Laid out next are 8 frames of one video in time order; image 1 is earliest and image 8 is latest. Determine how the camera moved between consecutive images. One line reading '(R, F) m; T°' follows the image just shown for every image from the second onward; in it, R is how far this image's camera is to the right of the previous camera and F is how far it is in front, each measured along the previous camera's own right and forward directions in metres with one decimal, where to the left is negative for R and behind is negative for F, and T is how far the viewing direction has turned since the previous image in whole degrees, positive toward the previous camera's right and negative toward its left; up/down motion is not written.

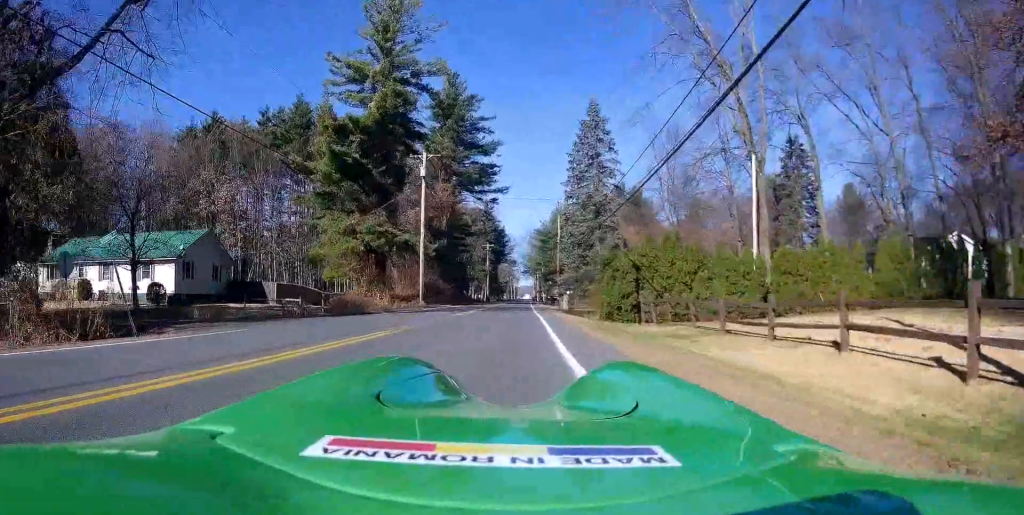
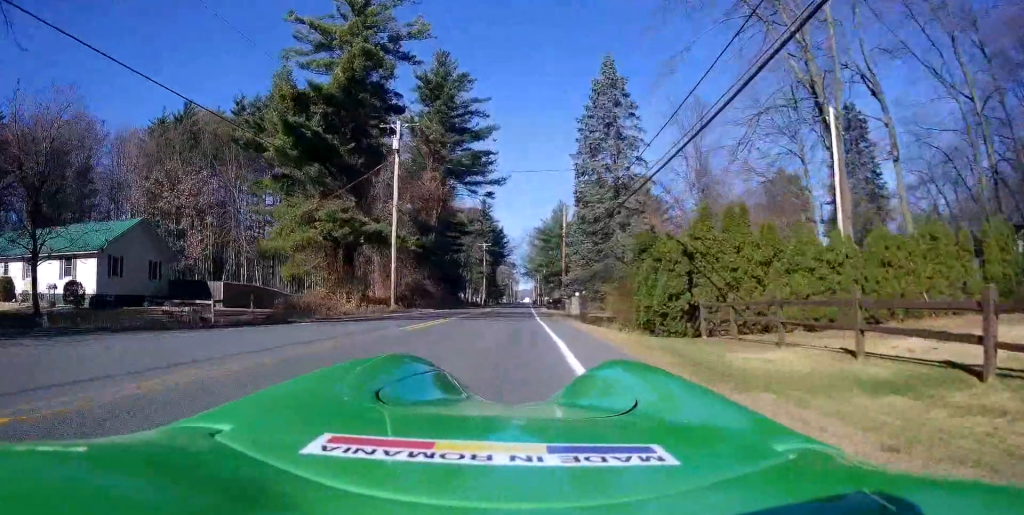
(-0.1, +9.5) m; -2°
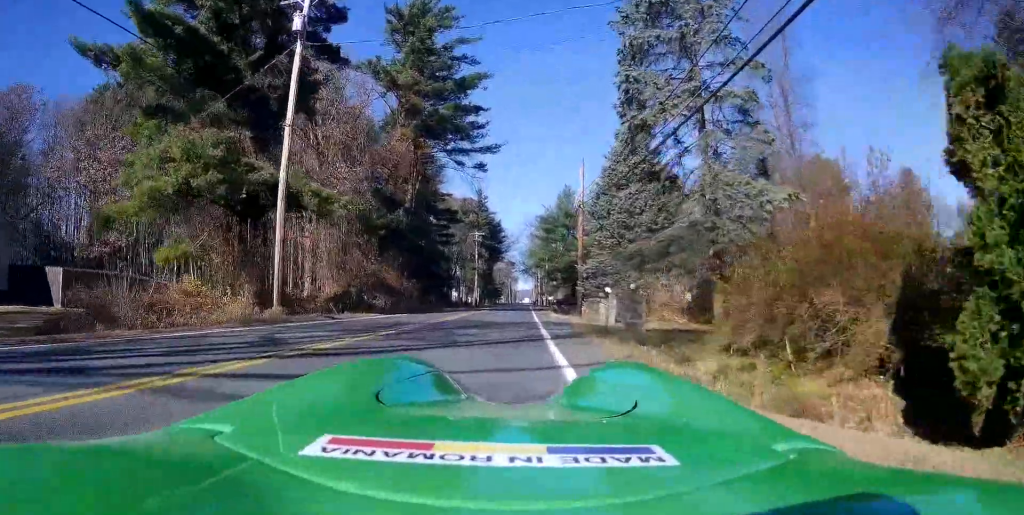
(-0.1, +17.8) m; 0°
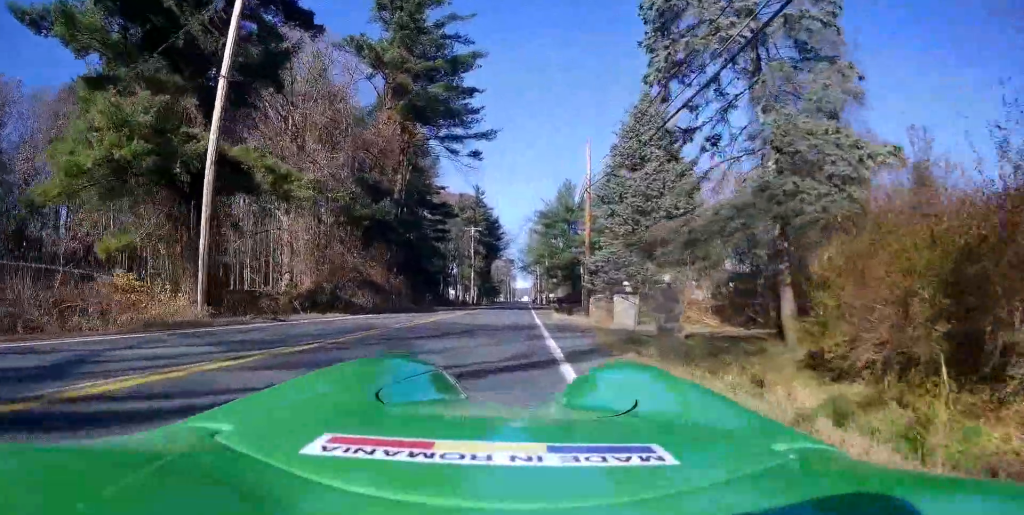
(0.0, +5.1) m; 0°
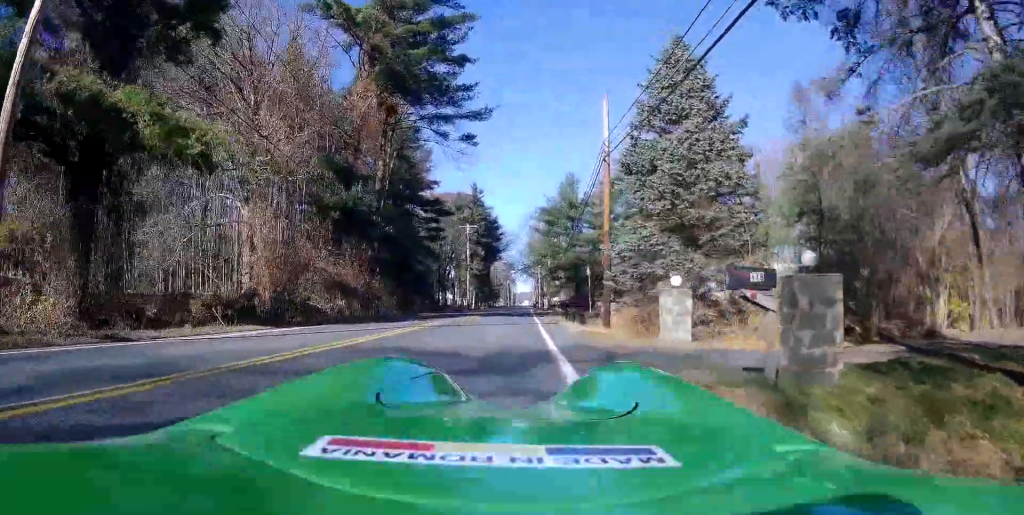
(0.0, +7.8) m; 0°
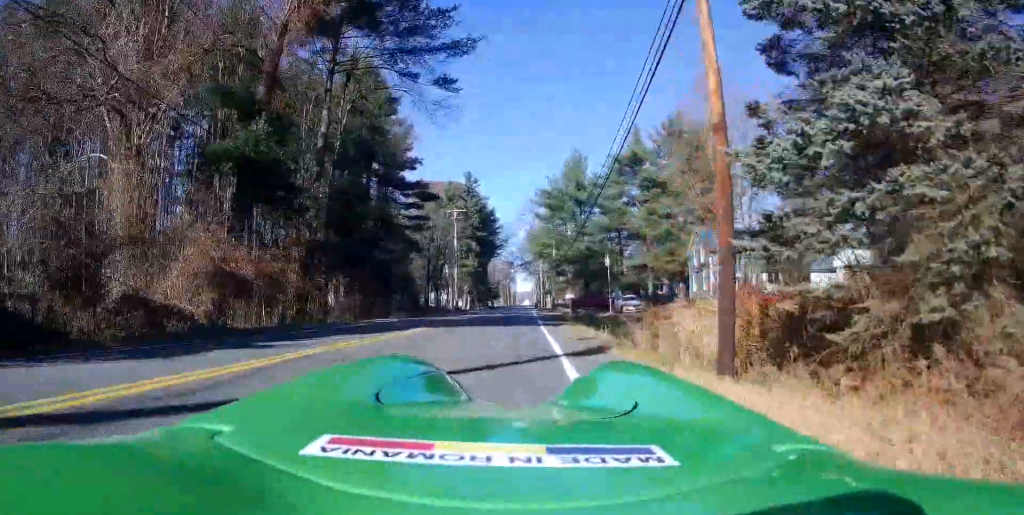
(0.0, +12.2) m; 0°
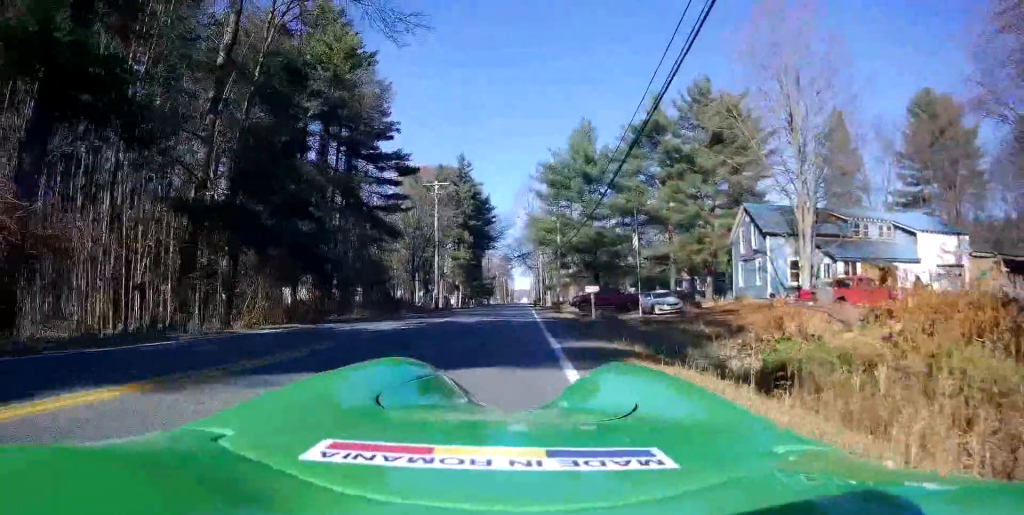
(0.0, +9.0) m; -1°
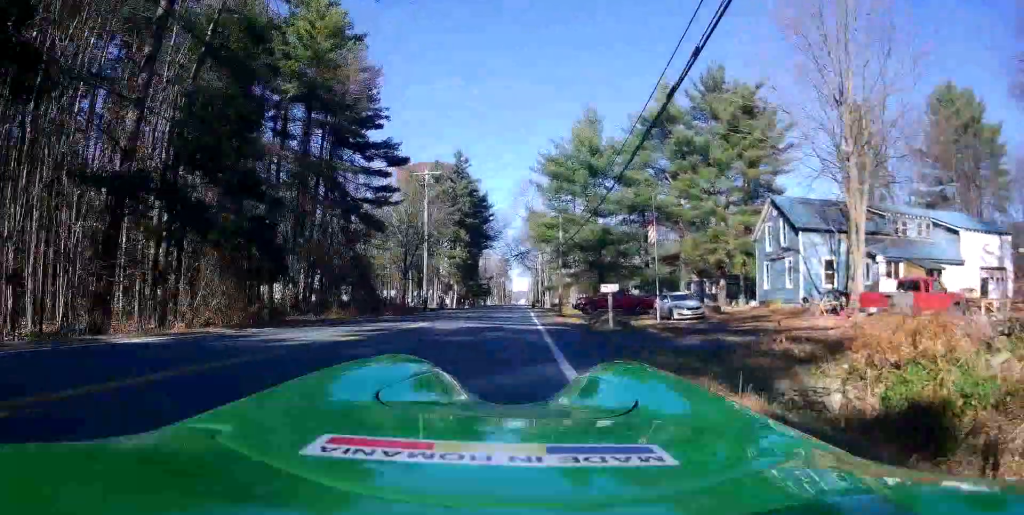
(+0.1, +4.7) m; -1°
